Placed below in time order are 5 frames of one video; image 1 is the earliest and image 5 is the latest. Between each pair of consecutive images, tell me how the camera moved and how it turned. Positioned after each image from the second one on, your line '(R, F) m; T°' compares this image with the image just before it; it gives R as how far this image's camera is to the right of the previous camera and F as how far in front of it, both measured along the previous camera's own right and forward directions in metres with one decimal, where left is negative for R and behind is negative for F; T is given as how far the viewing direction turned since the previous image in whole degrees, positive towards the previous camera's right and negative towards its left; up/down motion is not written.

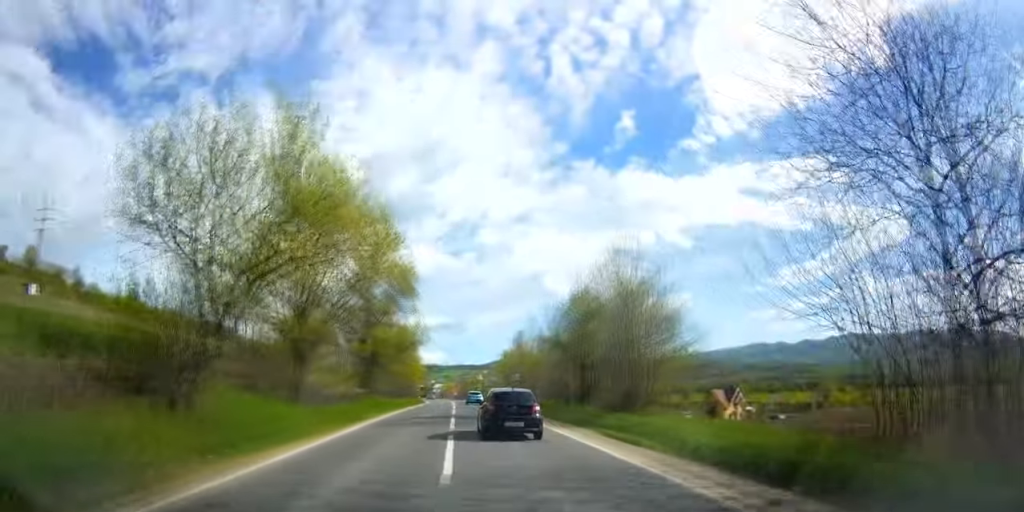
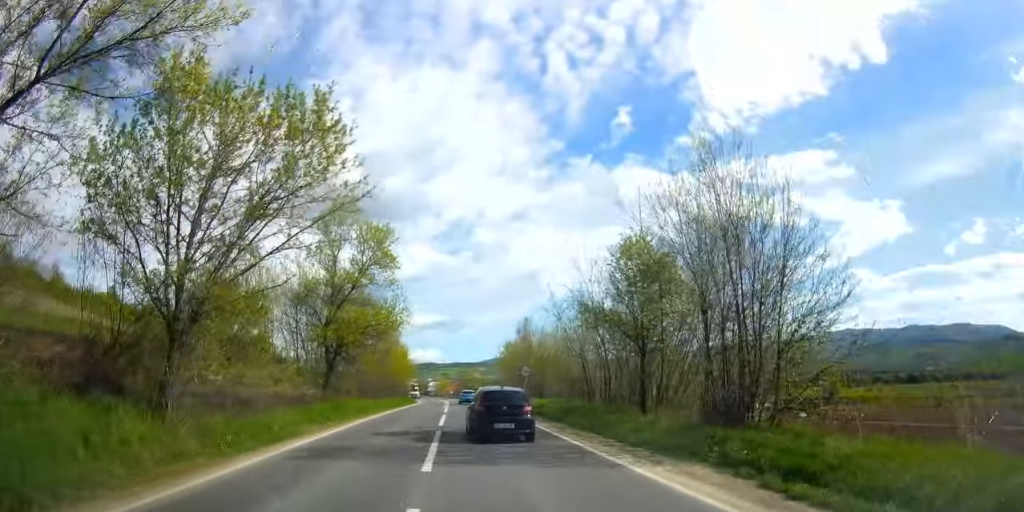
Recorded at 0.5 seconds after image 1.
(0.0, +14.3) m; +1°
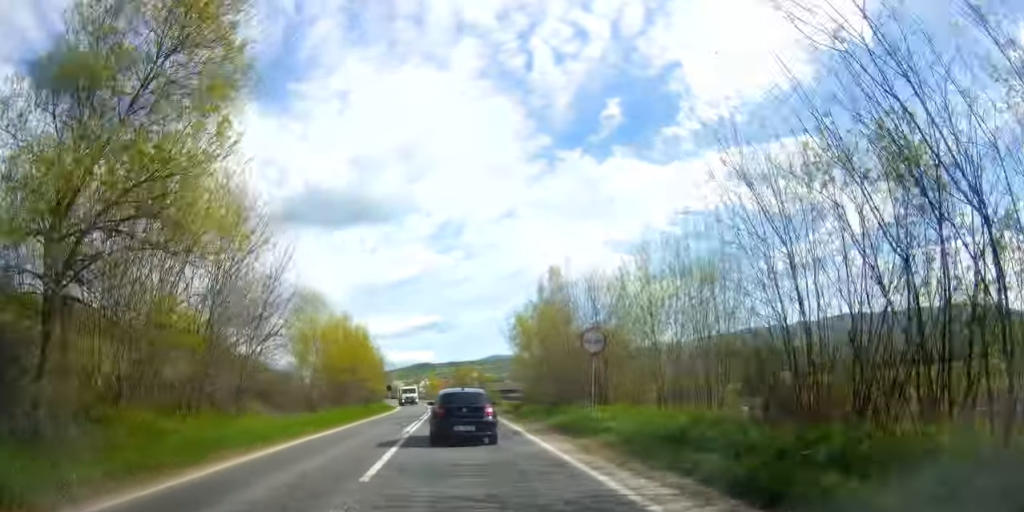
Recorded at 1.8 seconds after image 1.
(+0.4, +29.2) m; +1°
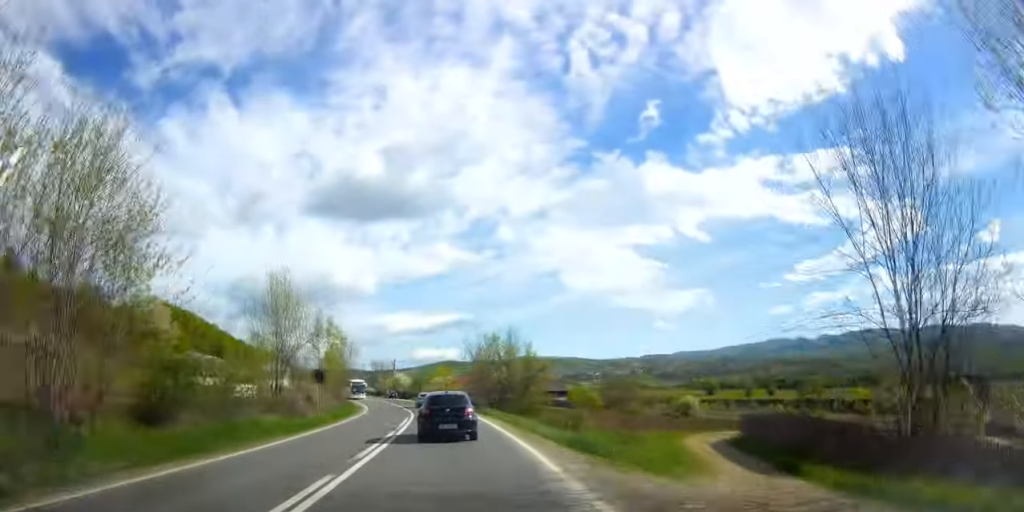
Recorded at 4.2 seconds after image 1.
(-1.7, +47.1) m; -3°
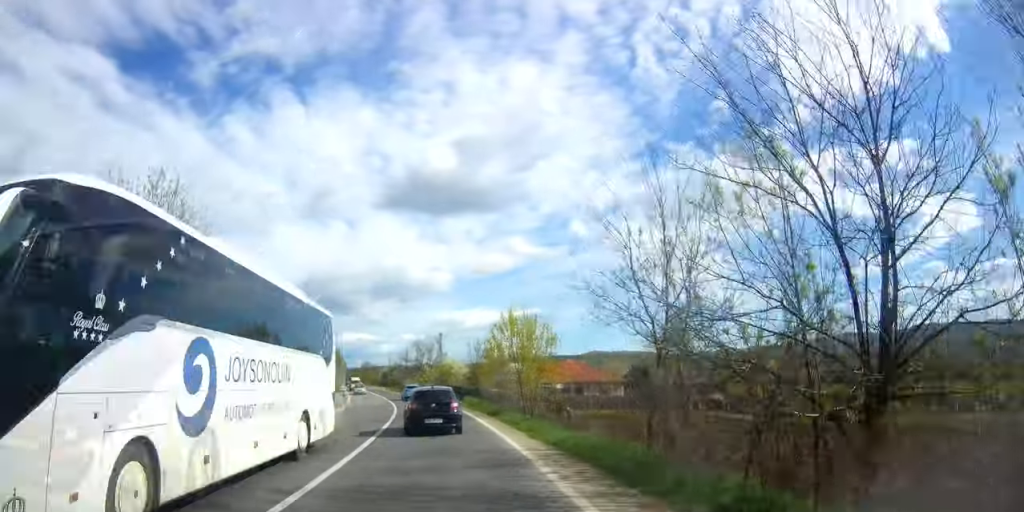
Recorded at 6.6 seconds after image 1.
(+0.1, +45.9) m; -2°
